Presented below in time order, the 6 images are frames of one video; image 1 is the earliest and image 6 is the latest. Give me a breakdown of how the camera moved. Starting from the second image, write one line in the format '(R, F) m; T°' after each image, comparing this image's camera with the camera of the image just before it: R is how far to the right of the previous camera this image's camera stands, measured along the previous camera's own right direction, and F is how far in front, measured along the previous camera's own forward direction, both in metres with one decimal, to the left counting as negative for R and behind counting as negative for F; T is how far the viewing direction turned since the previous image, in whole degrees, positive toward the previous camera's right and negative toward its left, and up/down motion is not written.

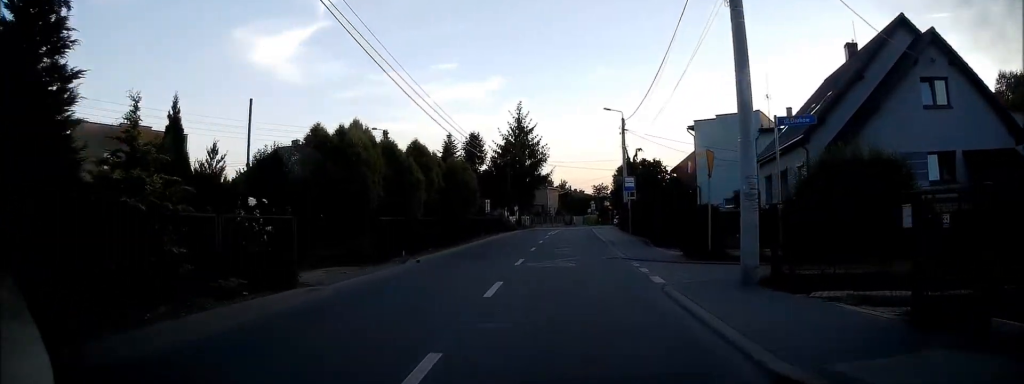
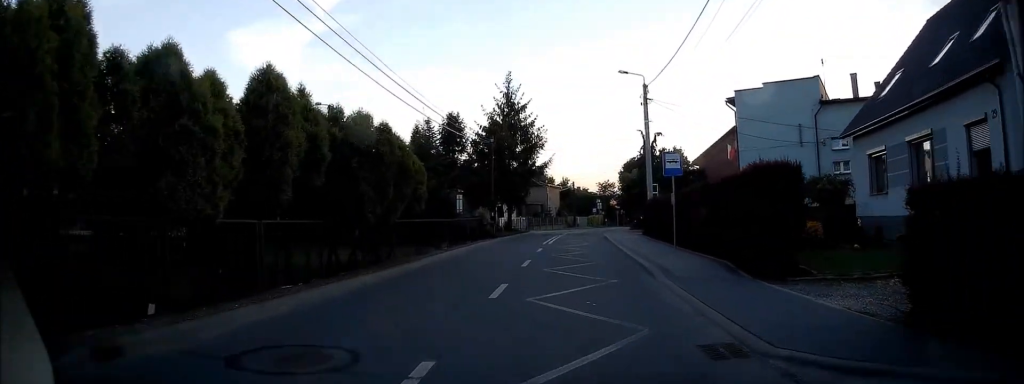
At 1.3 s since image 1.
(+0.3, +12.2) m; +2°
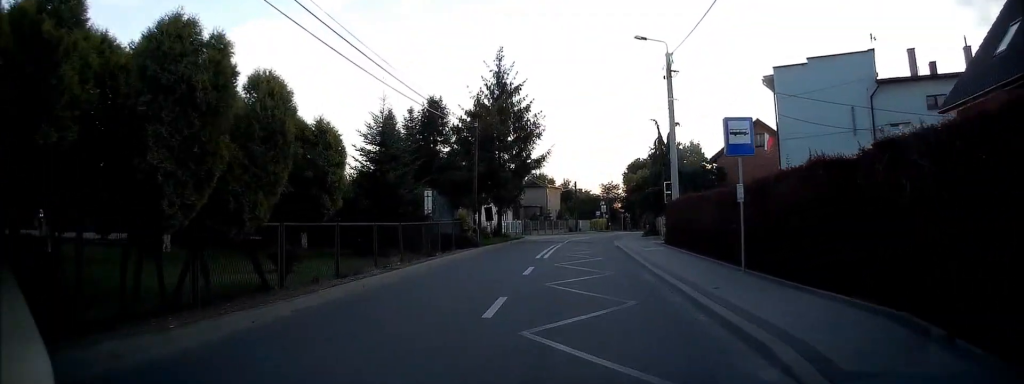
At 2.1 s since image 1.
(0.0, +7.3) m; -1°
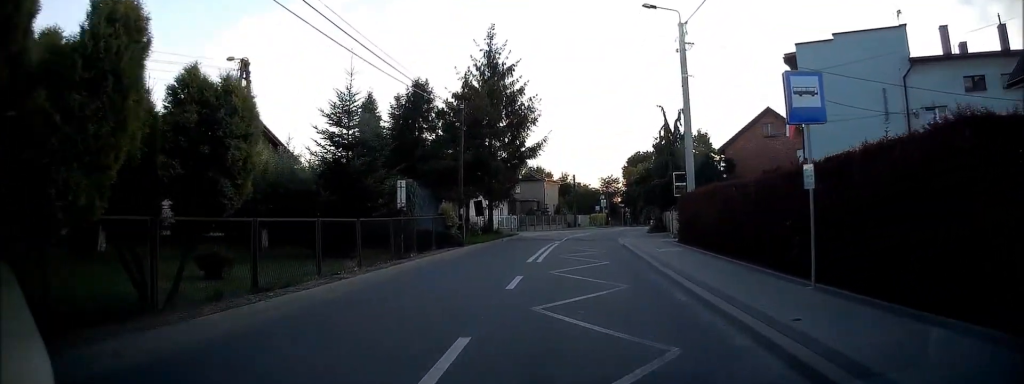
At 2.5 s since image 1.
(0.0, +3.6) m; 0°
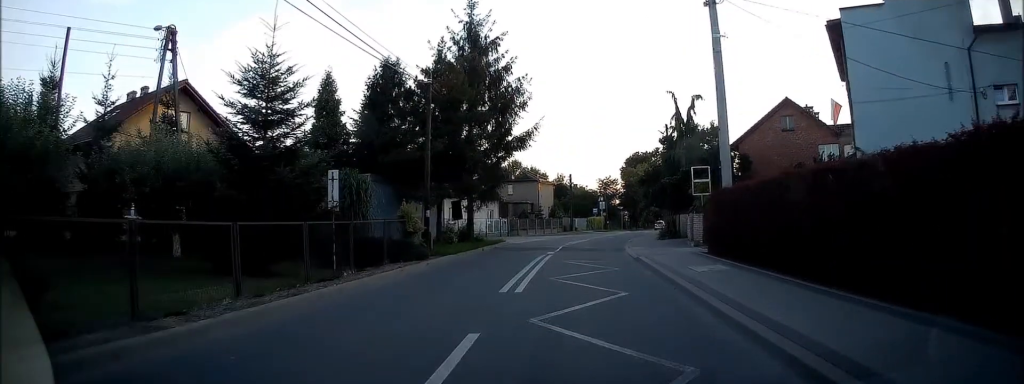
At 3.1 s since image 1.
(0.0, +5.7) m; 0°
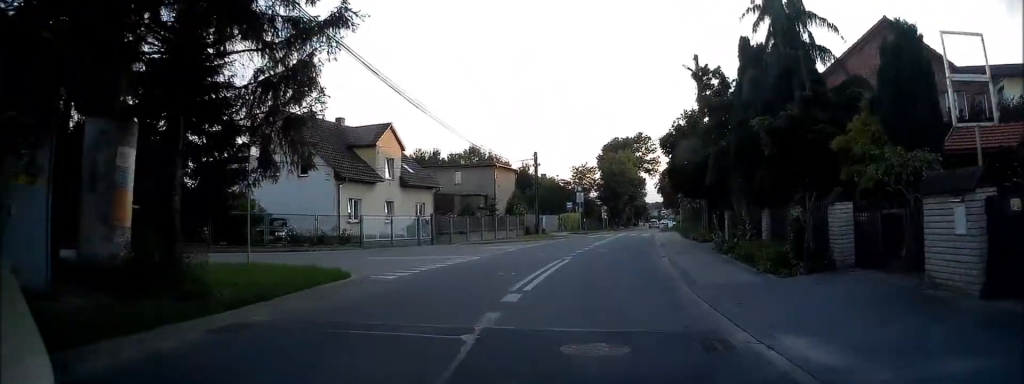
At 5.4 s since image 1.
(+0.7, +20.1) m; +4°
